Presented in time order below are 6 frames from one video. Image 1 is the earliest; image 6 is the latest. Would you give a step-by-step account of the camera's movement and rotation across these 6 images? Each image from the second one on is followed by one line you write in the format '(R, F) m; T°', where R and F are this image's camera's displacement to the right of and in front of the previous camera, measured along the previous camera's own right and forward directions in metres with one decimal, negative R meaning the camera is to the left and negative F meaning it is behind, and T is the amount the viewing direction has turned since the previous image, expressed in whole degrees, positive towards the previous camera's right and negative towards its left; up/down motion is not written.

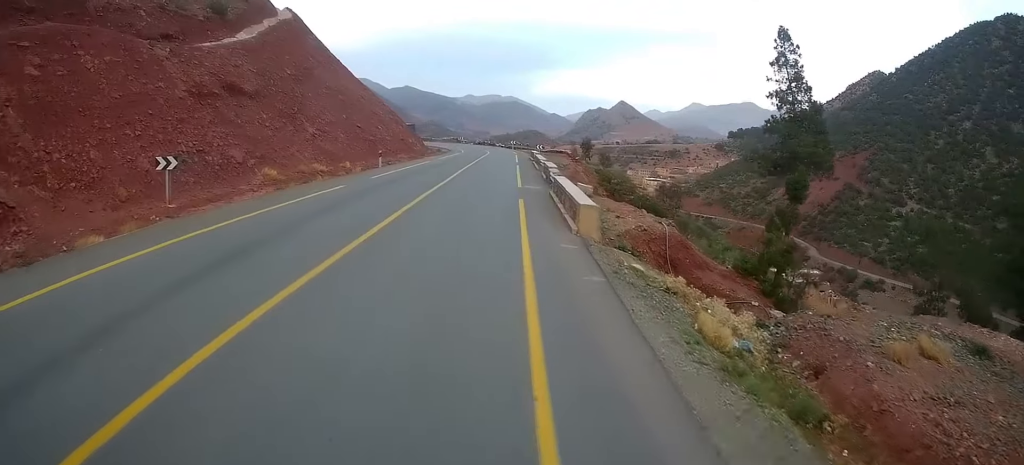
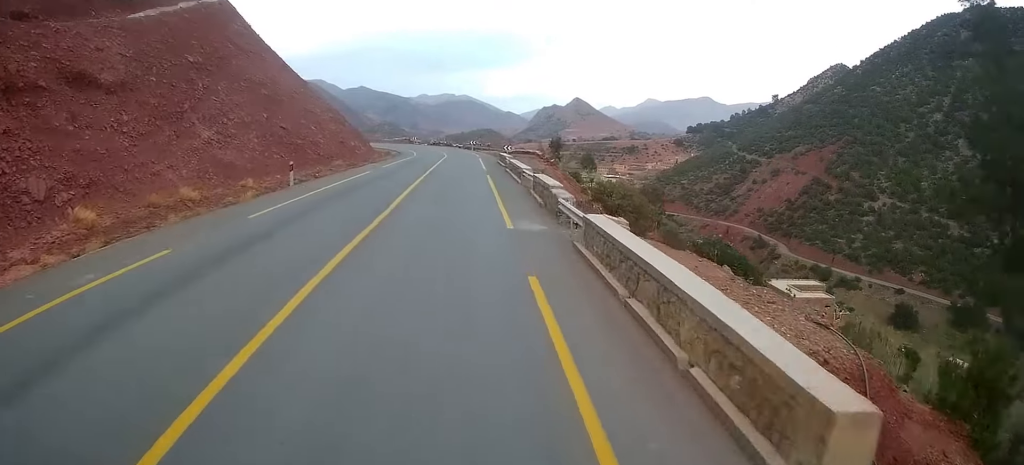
(+0.4, +12.2) m; +5°
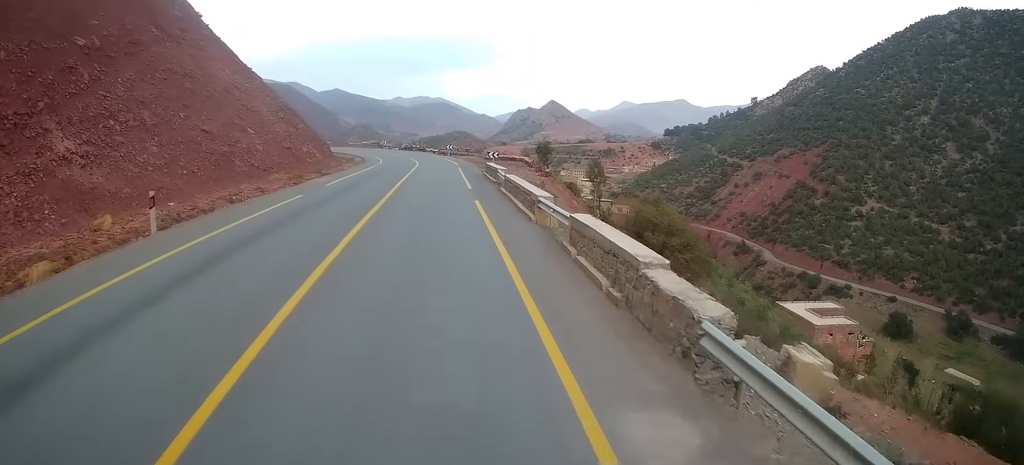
(+0.7, +11.0) m; +3°
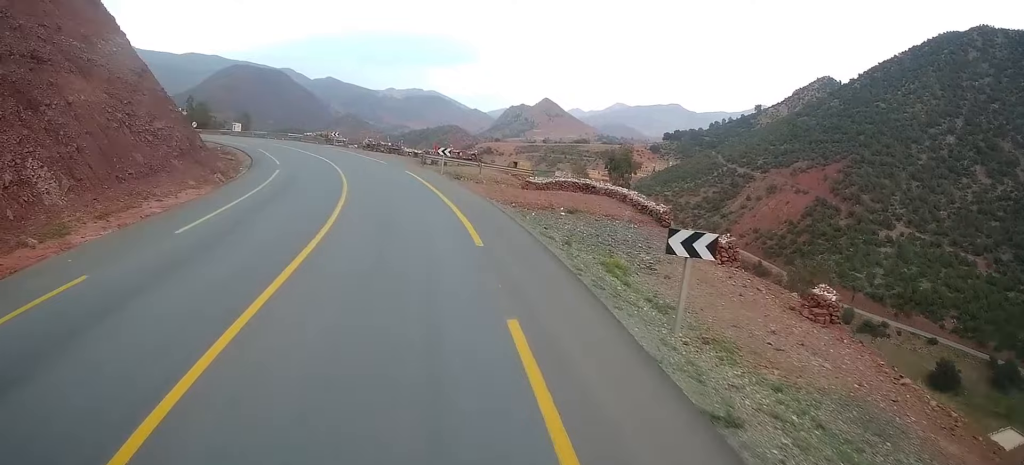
(-0.2, +38.6) m; -1°
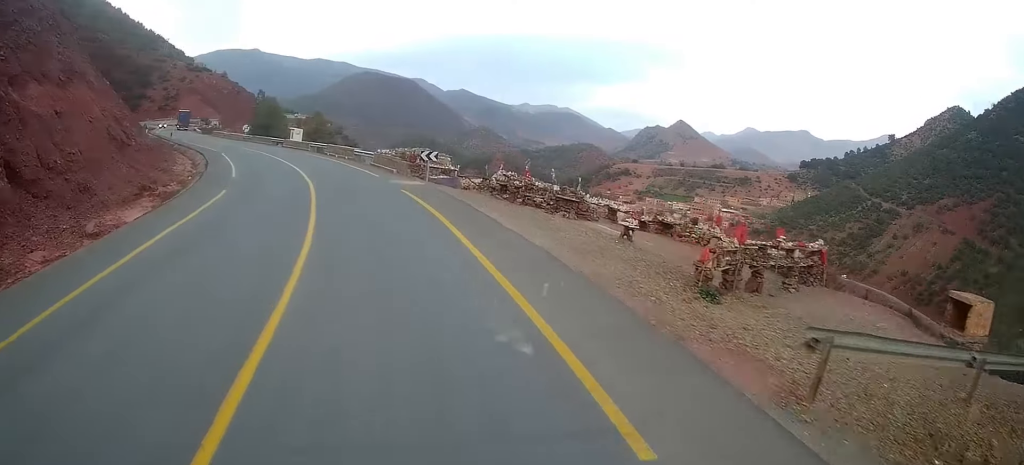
(-4.1, +32.1) m; -20°
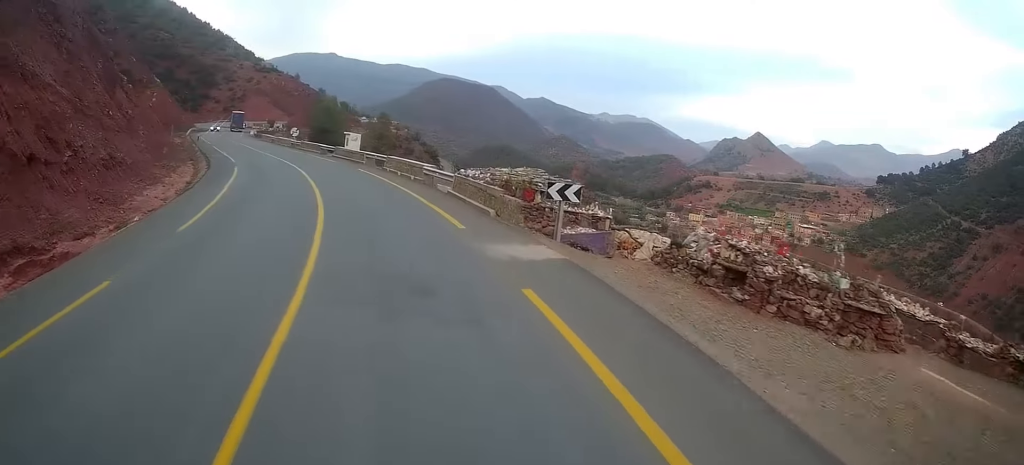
(-0.5, +13.4) m; -2°
